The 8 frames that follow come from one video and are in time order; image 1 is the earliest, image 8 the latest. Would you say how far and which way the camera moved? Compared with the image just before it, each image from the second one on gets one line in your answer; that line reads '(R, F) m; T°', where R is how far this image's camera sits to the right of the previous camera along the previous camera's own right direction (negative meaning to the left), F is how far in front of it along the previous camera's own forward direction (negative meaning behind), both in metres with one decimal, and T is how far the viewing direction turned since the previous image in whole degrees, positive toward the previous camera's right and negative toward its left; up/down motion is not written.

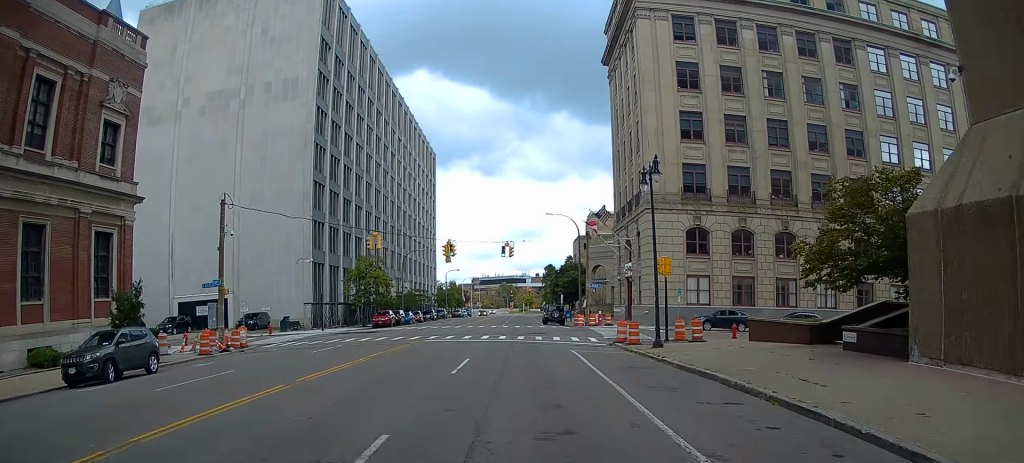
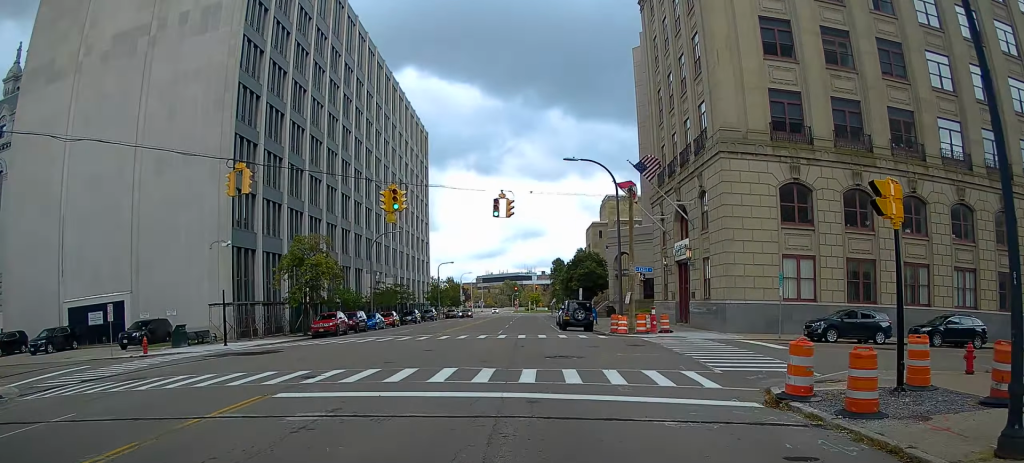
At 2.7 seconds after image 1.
(+0.6, +19.9) m; -1°
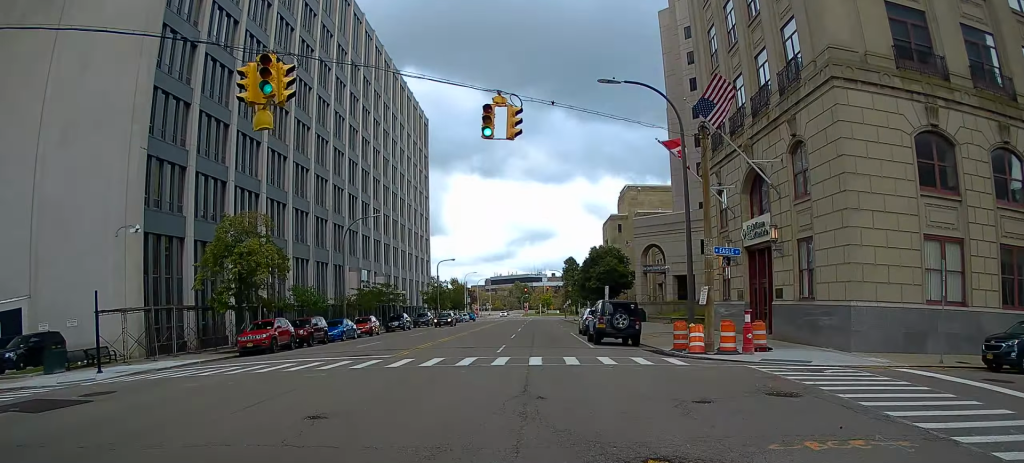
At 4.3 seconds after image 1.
(-0.8, +13.1) m; -1°
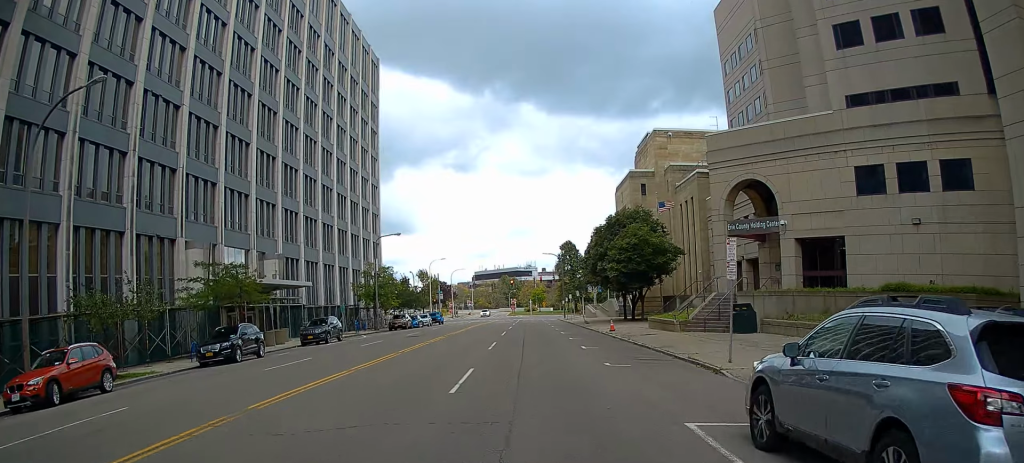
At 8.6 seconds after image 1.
(+0.2, +34.3) m; 0°
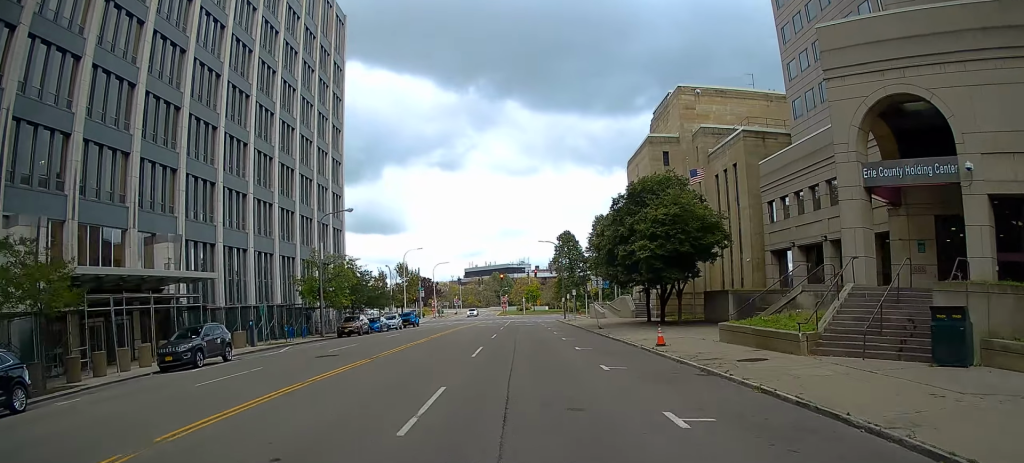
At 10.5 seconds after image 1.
(-0.2, +14.8) m; -1°
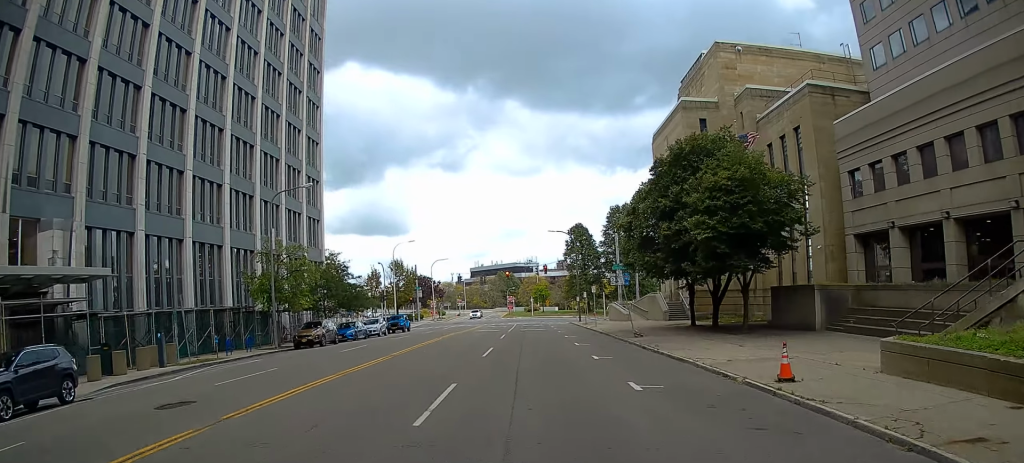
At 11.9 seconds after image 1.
(-0.1, +10.4) m; 0°
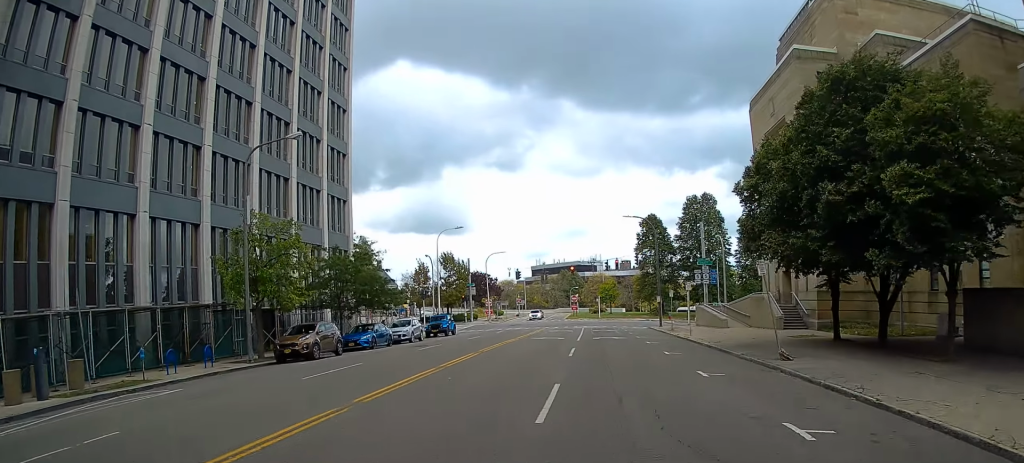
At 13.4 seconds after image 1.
(-0.2, +10.5) m; +1°
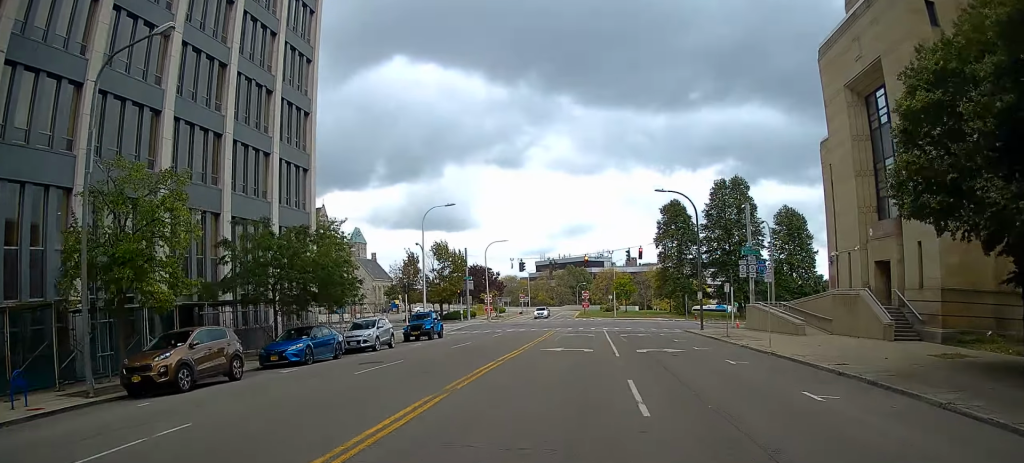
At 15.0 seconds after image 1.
(0.0, +10.2) m; 0°
